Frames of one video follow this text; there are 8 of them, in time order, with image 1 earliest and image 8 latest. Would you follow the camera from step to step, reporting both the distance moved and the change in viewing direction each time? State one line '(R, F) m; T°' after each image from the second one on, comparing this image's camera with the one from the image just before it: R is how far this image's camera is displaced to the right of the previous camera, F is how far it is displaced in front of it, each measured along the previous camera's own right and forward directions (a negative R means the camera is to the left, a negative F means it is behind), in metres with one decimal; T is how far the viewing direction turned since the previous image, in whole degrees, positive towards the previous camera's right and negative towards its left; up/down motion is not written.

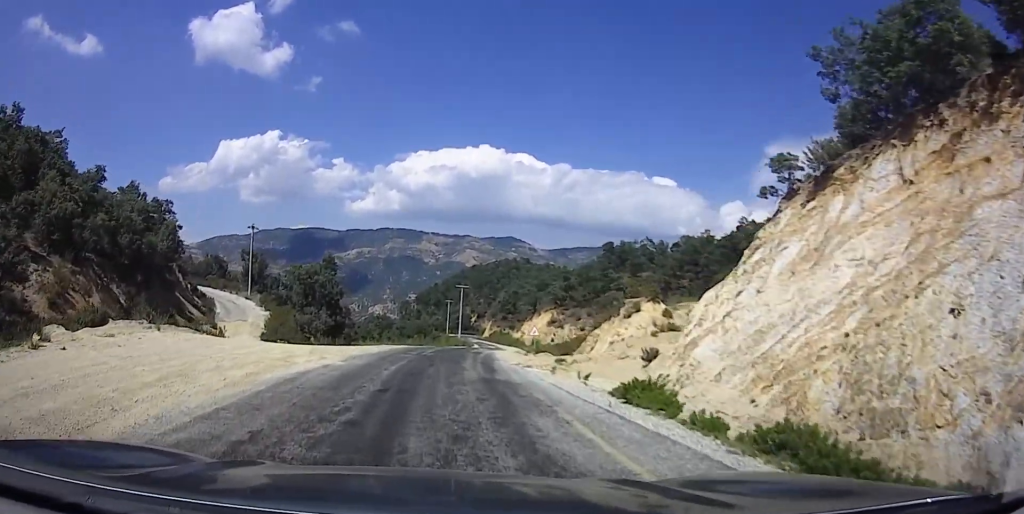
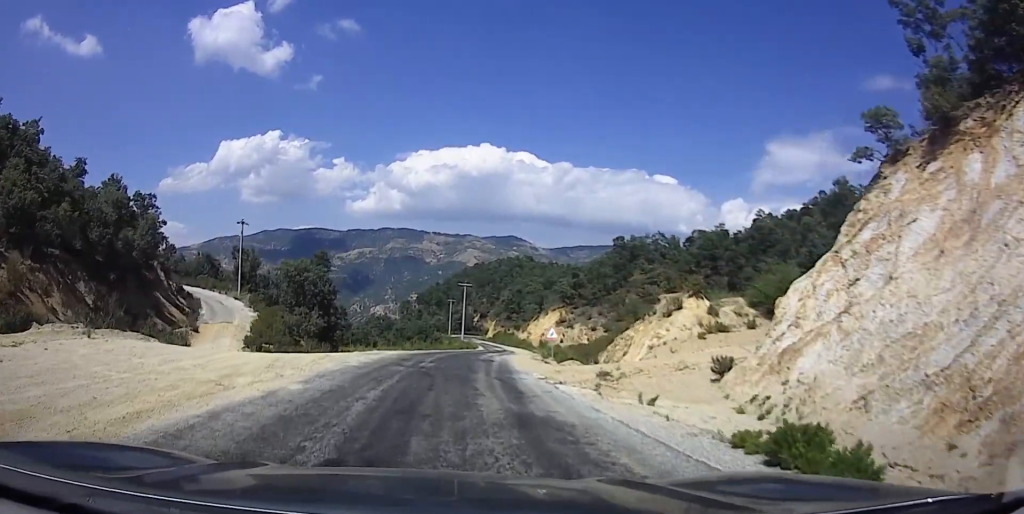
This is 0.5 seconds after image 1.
(0.0, +4.9) m; +1°
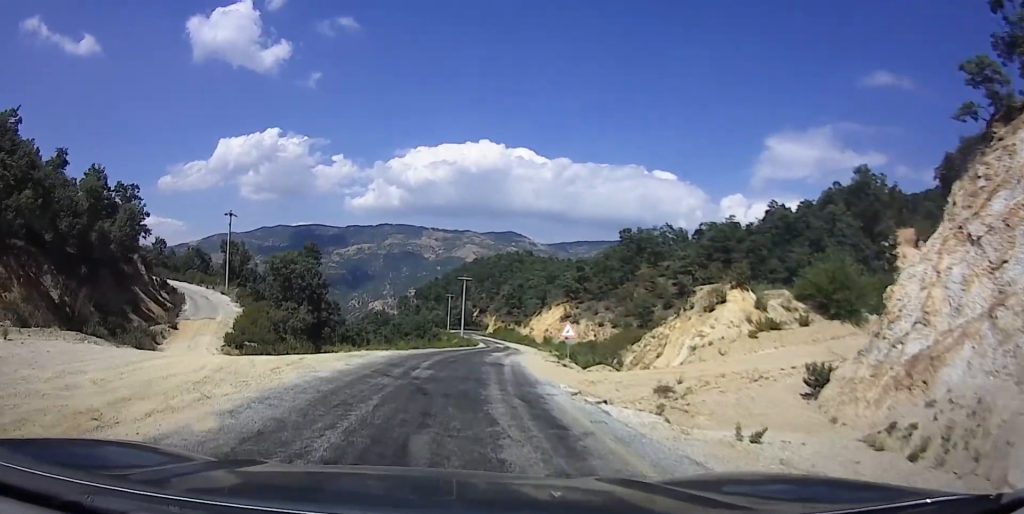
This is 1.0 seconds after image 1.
(-0.1, +4.2) m; +2°
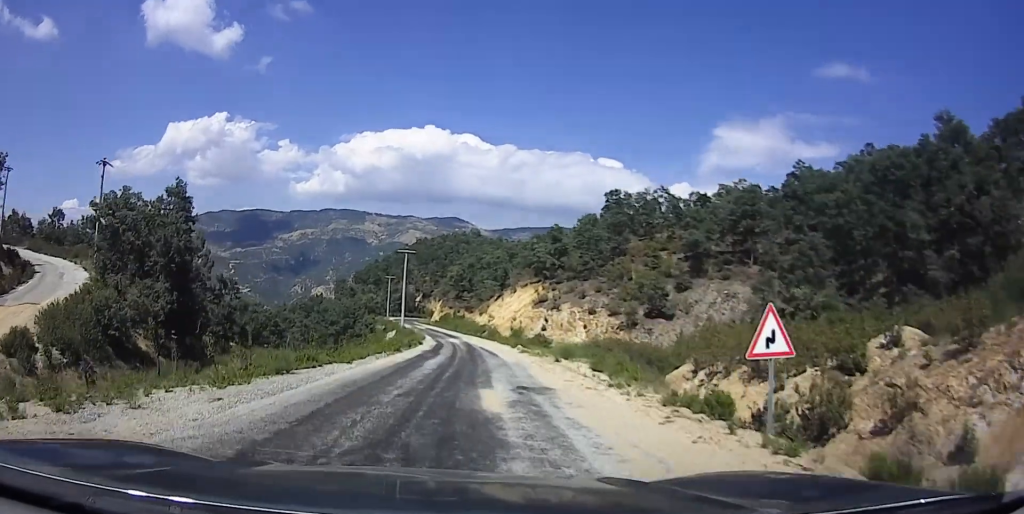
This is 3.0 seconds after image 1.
(+1.9, +19.5) m; +8°
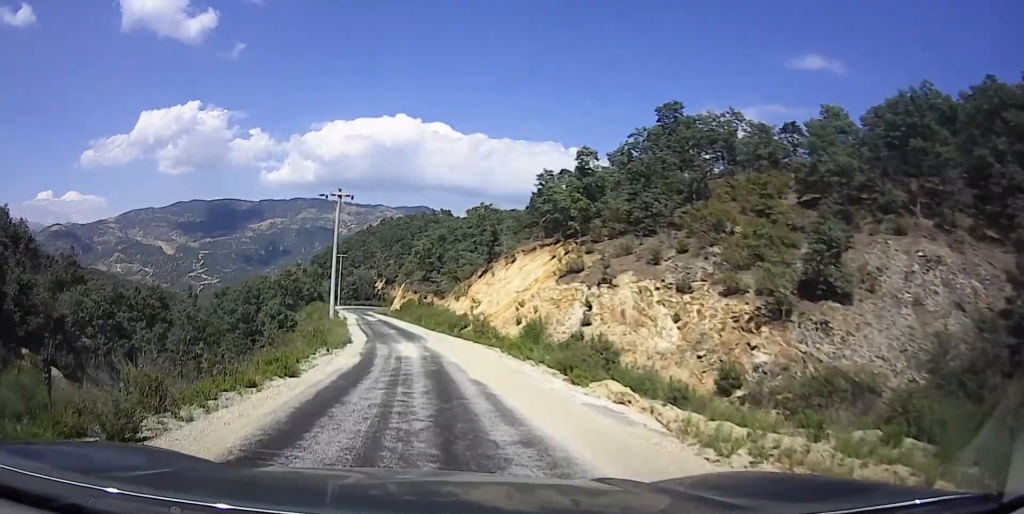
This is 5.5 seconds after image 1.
(-1.9, +26.9) m; -1°
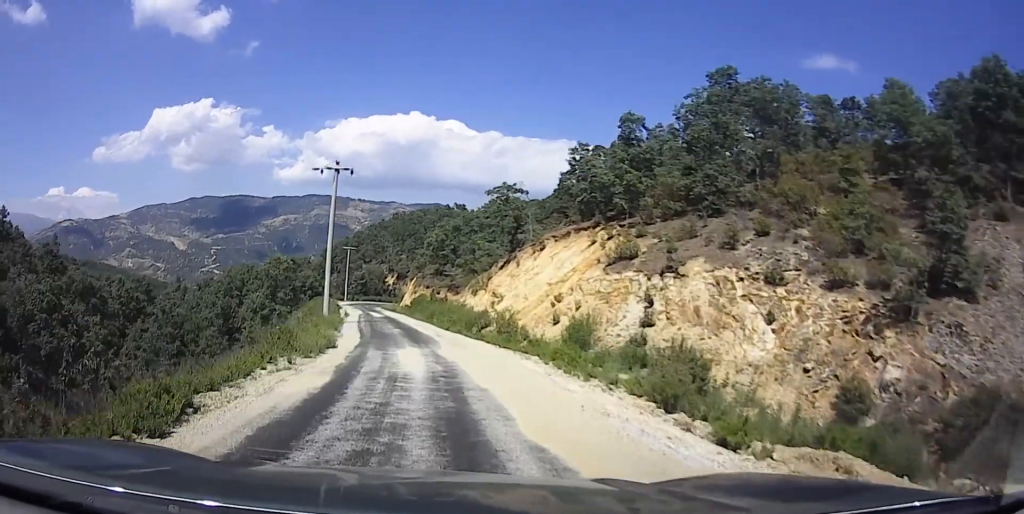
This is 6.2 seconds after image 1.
(+1.1, +6.8) m; +3°
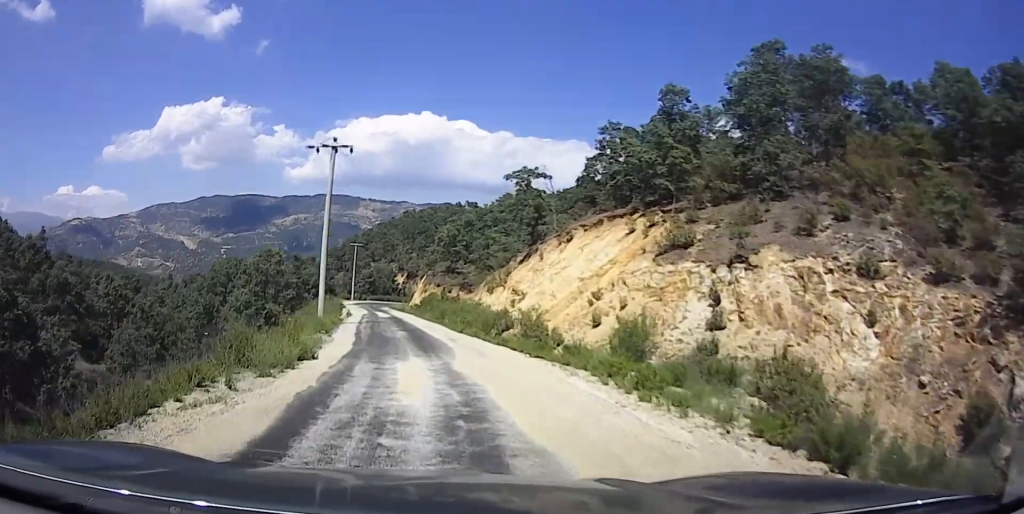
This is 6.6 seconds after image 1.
(+0.1, +4.8) m; -1°
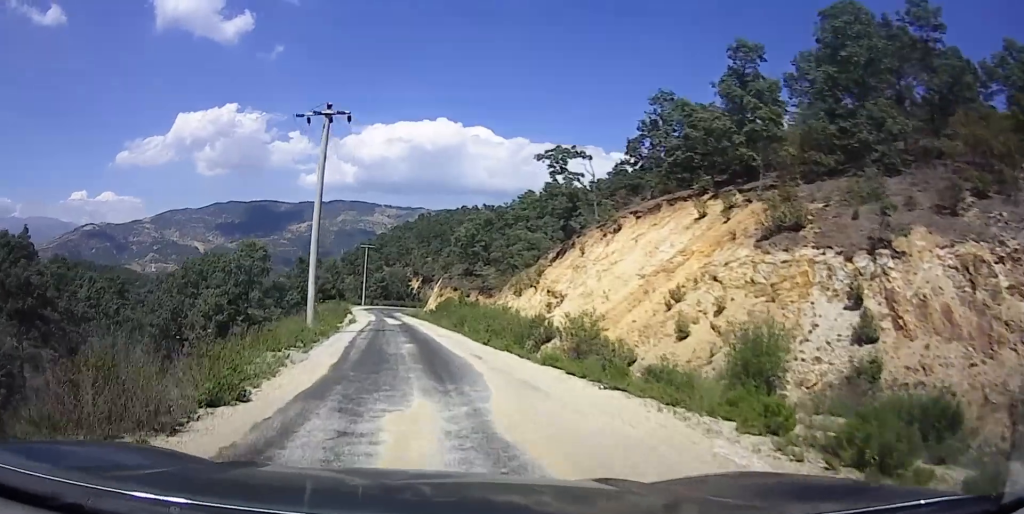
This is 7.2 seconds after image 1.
(-0.2, +6.3) m; -5°
